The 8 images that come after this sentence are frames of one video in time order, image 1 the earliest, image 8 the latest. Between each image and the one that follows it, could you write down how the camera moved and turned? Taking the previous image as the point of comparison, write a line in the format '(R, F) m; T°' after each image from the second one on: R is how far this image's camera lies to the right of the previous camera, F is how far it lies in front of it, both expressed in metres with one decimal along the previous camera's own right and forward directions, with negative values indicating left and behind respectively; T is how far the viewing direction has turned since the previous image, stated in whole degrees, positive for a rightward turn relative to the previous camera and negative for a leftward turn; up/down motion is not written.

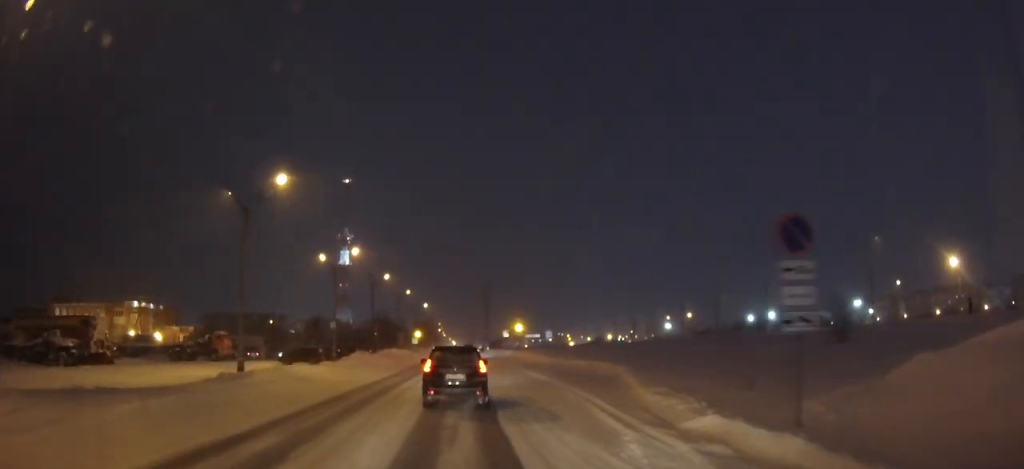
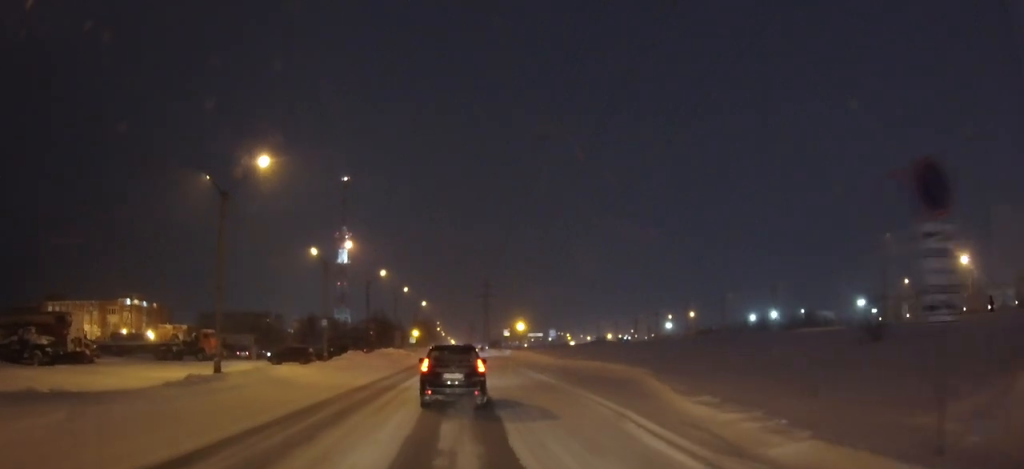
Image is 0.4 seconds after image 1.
(0.0, +3.2) m; 0°
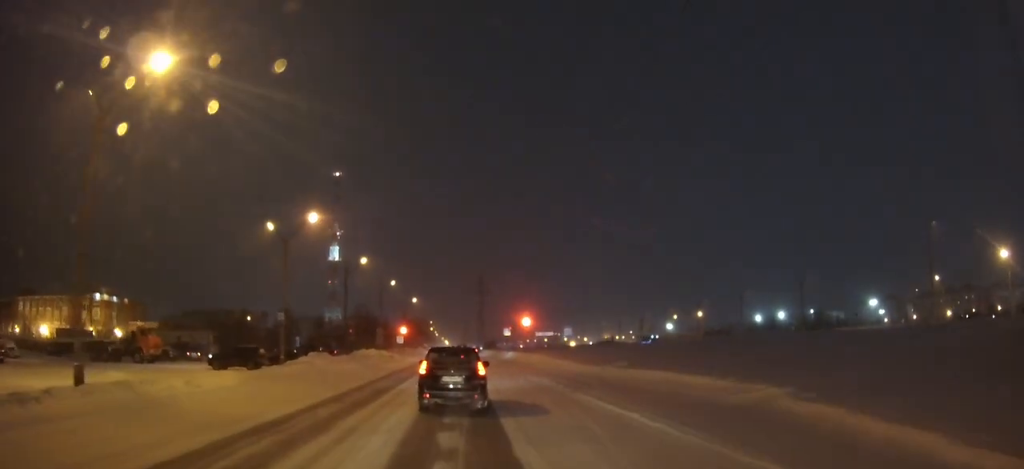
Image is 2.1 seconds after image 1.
(0.0, +12.0) m; 0°
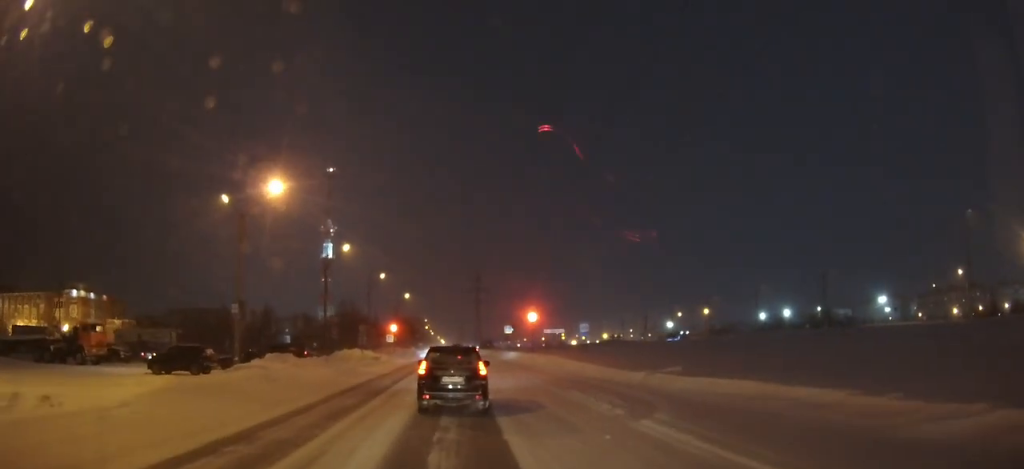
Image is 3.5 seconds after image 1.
(0.0, +8.4) m; 0°
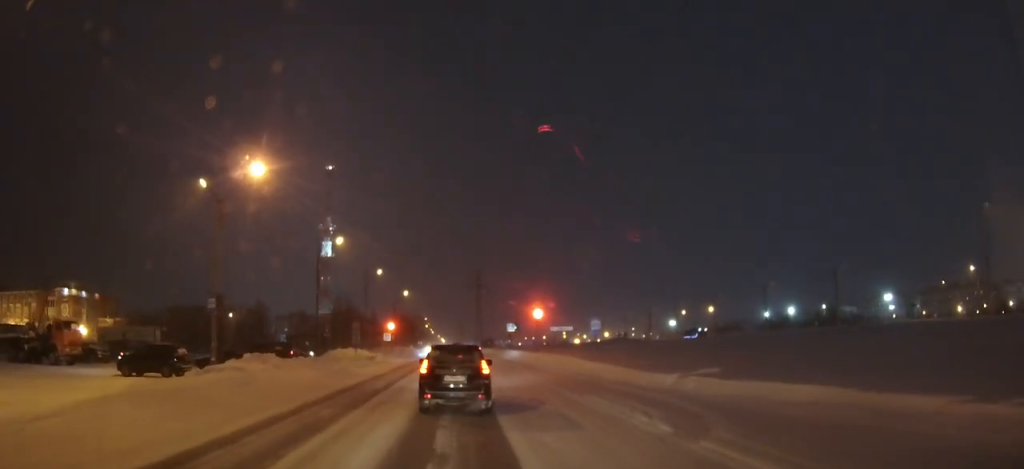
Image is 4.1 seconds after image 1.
(0.0, +3.5) m; 0°
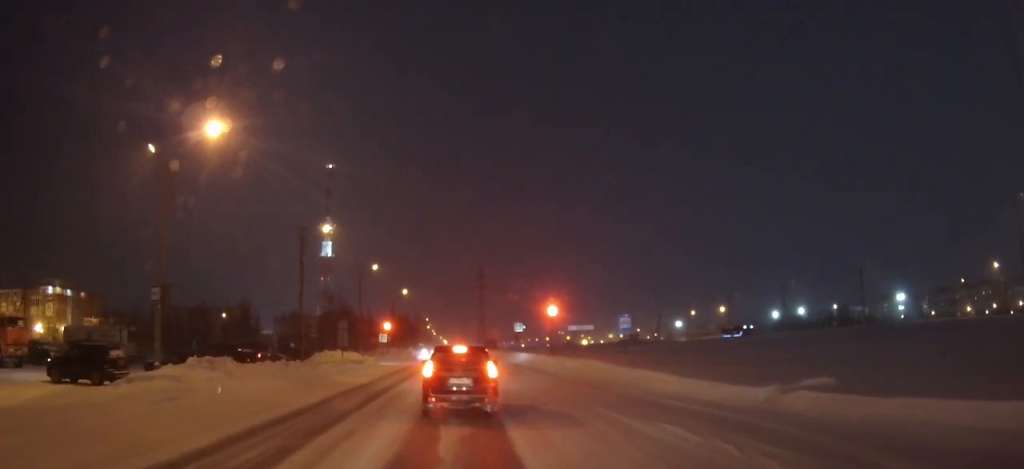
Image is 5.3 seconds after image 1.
(0.0, +6.2) m; -1°
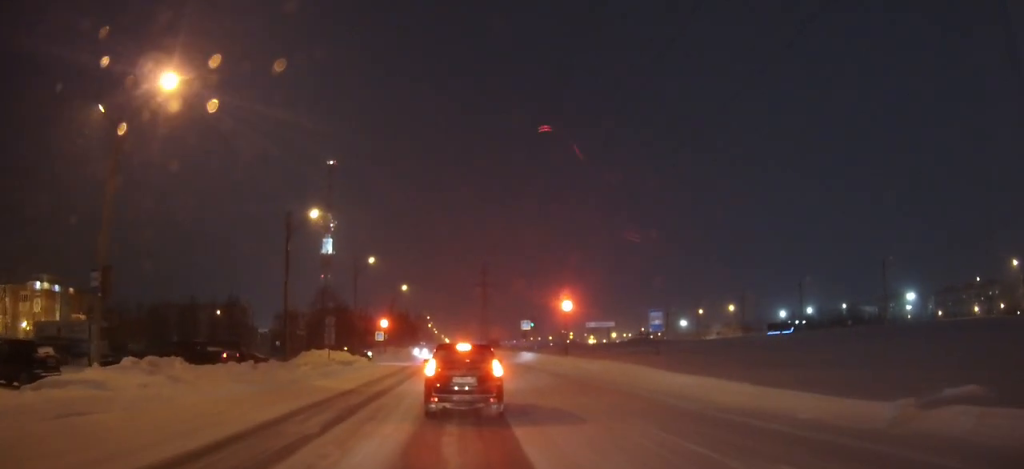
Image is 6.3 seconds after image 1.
(0.0, +4.5) m; +1°
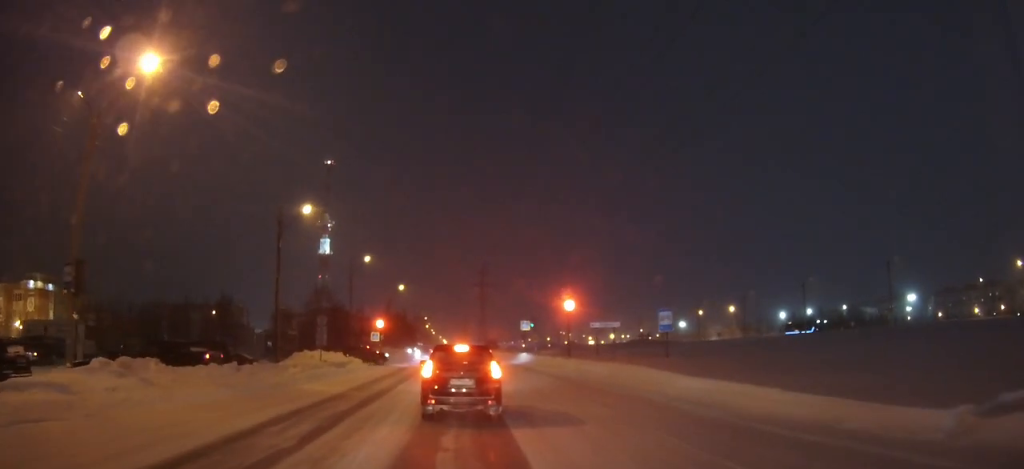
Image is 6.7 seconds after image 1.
(0.0, +1.6) m; +1°
